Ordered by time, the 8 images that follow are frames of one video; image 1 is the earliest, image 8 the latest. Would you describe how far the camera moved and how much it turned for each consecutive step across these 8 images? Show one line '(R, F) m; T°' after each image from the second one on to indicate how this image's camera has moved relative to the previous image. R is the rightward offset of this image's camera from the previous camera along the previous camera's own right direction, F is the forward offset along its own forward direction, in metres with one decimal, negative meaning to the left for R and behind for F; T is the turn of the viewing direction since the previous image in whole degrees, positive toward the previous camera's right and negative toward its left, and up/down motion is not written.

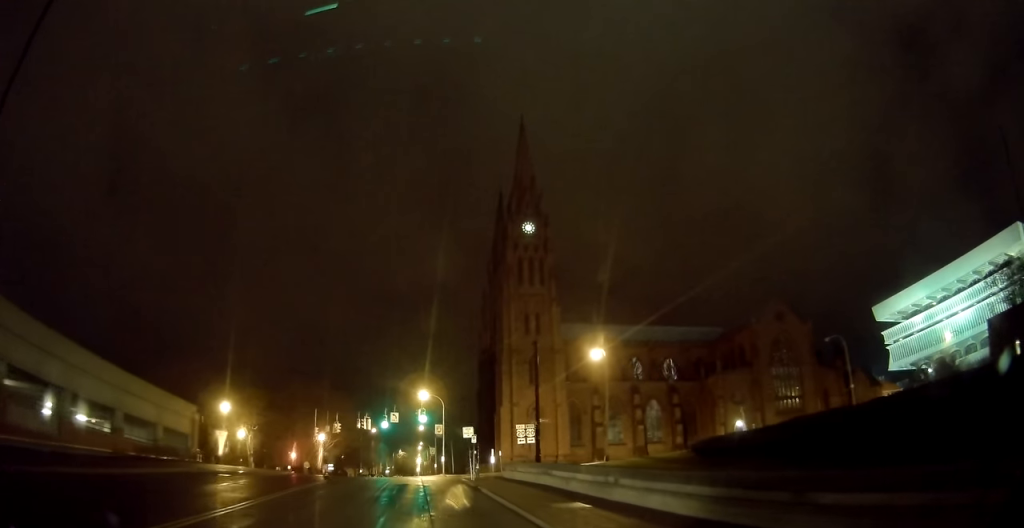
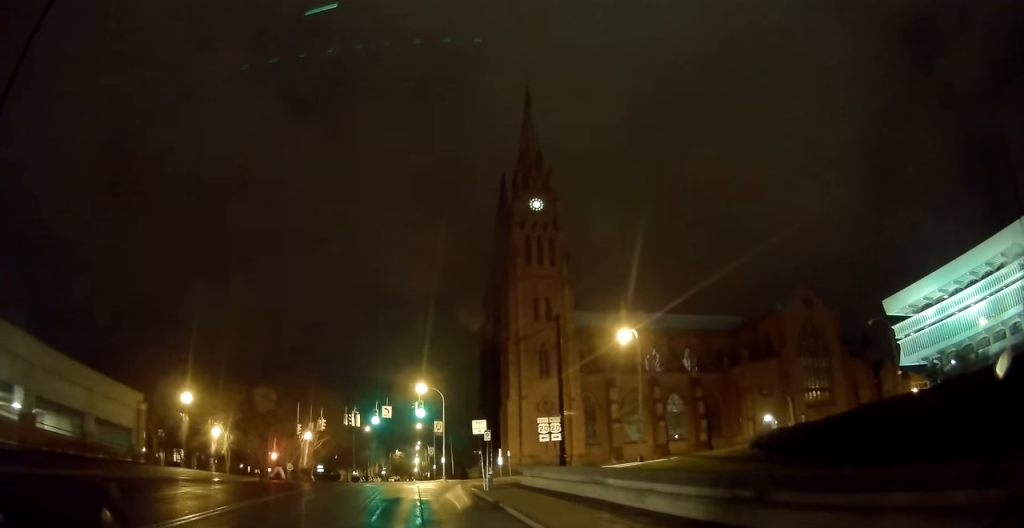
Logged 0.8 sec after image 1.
(+0.2, +8.1) m; 0°
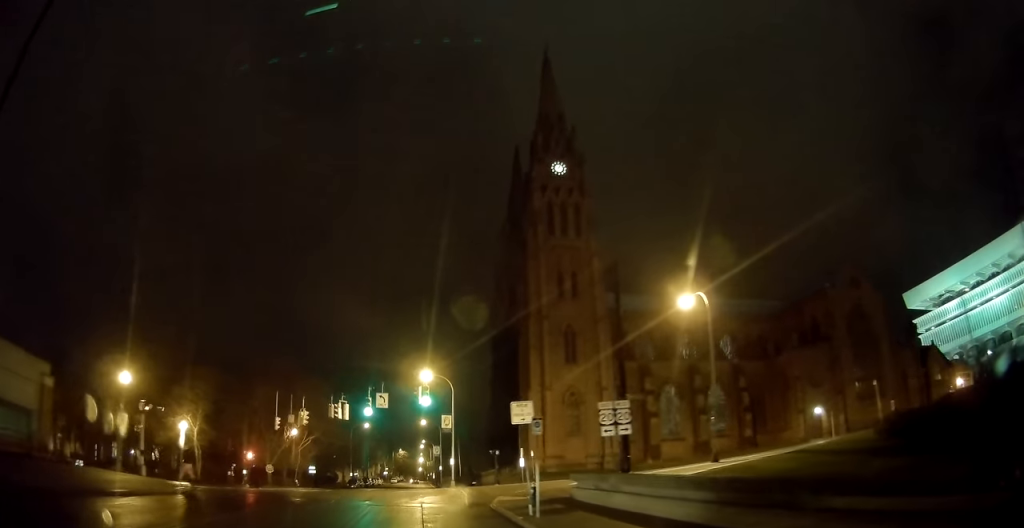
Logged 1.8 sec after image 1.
(-0.2, +9.9) m; -1°
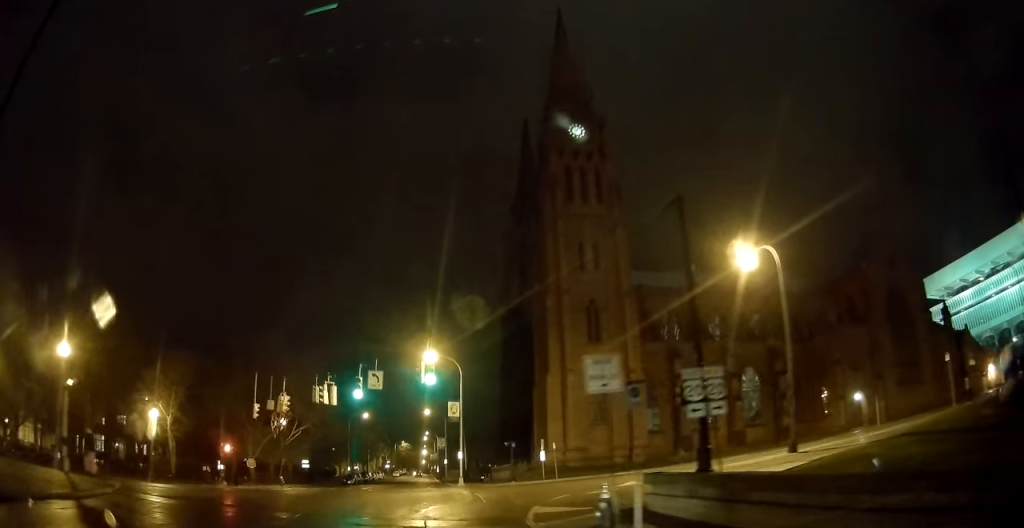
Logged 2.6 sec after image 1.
(0.0, +6.7) m; +3°
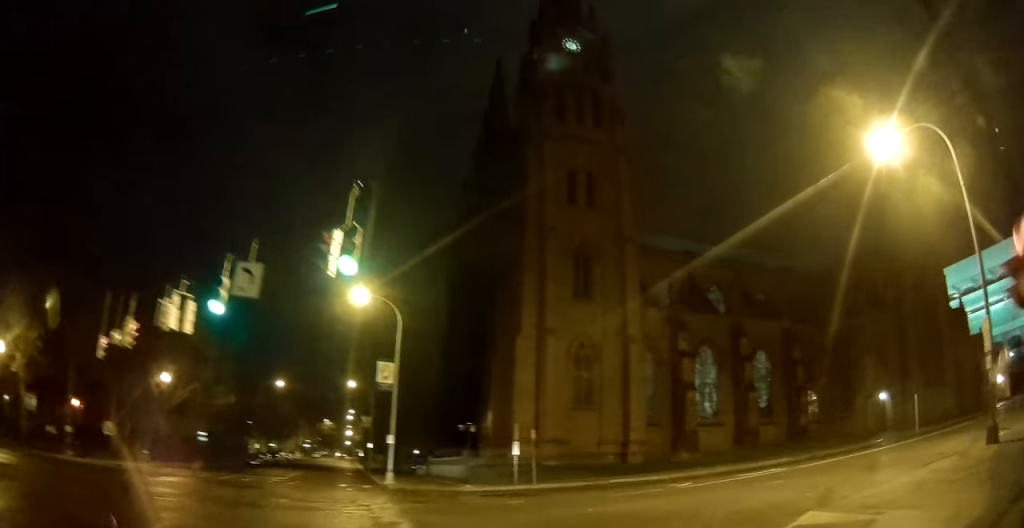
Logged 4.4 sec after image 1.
(+1.1, +13.3) m; +18°
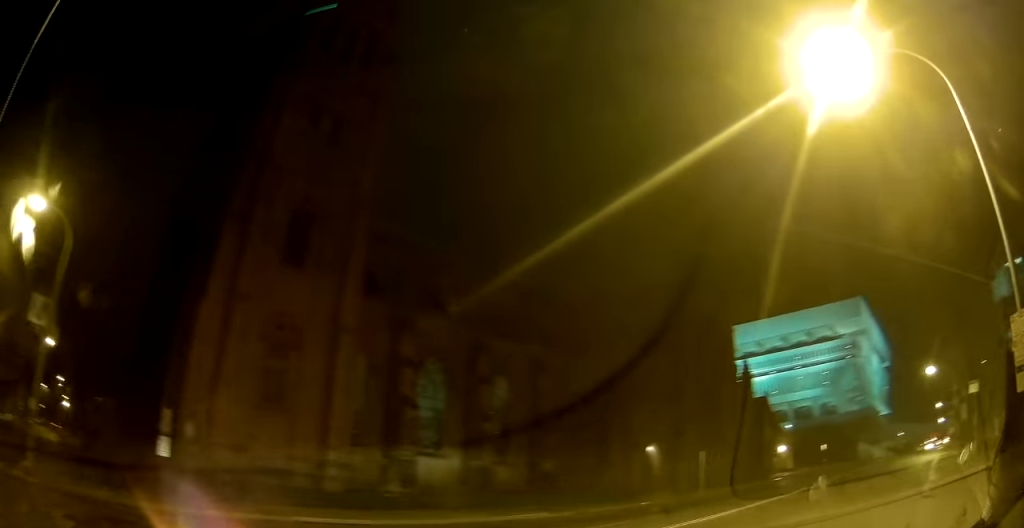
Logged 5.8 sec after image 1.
(+2.6, +8.1) m; +41°
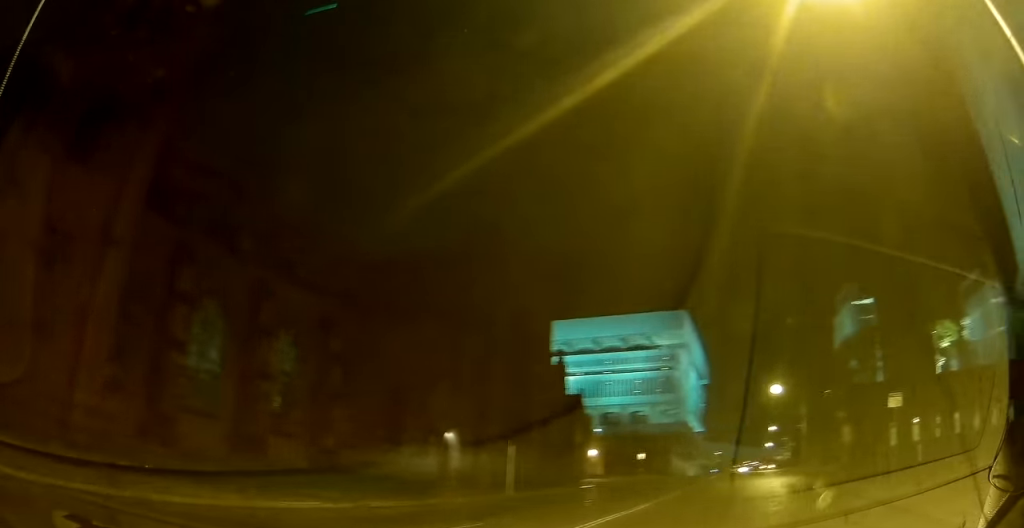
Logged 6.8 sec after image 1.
(+1.3, +5.5) m; +19°
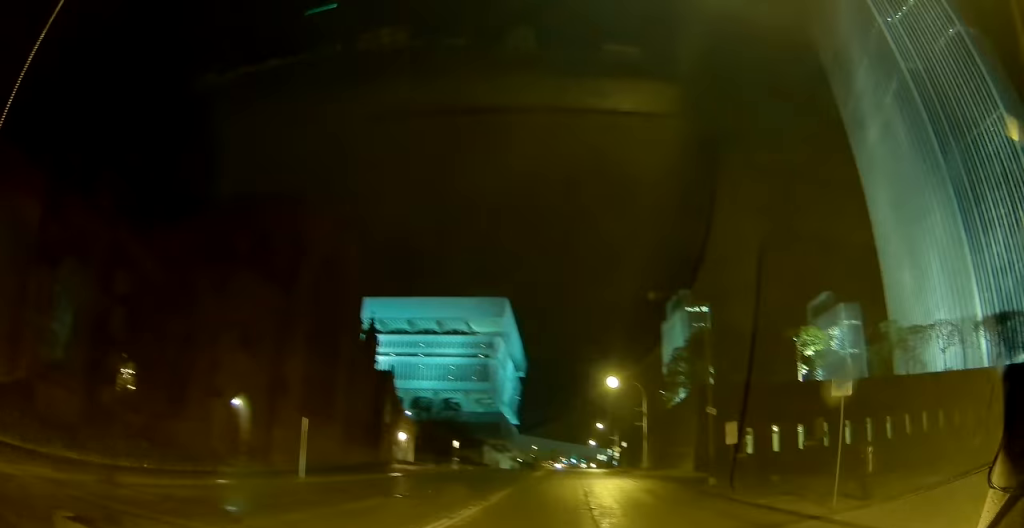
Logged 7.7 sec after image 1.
(+0.5, +6.3) m; +7°
